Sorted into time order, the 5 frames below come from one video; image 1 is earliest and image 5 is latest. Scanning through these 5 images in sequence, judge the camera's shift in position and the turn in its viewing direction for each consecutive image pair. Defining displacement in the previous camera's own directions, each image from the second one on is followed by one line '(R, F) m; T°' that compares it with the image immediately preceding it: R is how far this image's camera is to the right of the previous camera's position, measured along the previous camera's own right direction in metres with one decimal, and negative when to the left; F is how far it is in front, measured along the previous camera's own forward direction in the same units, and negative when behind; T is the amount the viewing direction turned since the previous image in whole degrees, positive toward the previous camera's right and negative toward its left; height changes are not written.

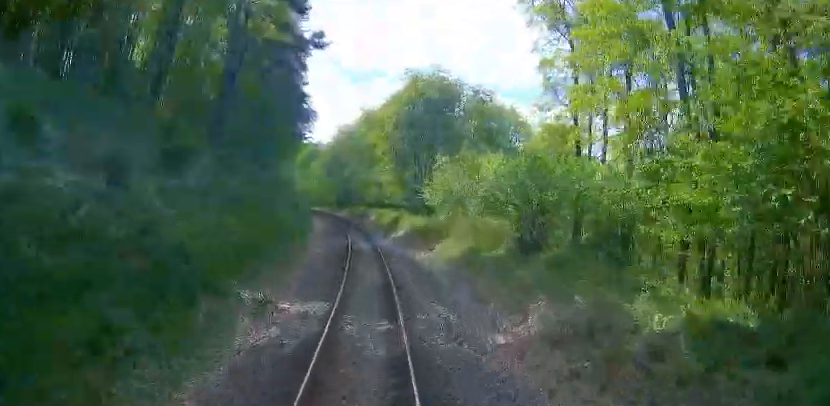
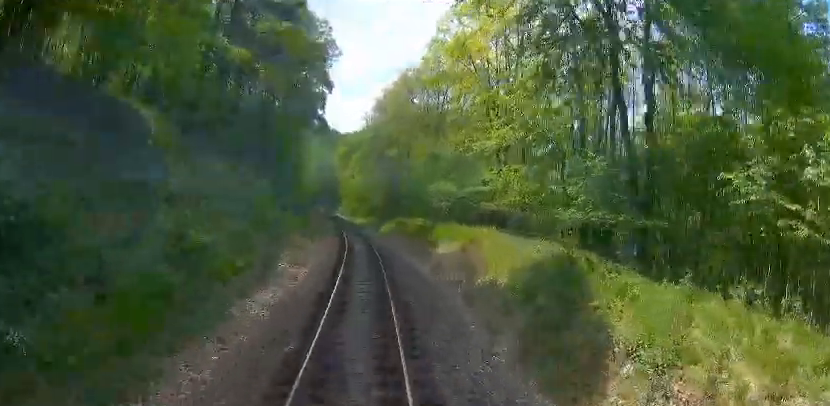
(-3.3, +30.8) m; -10°
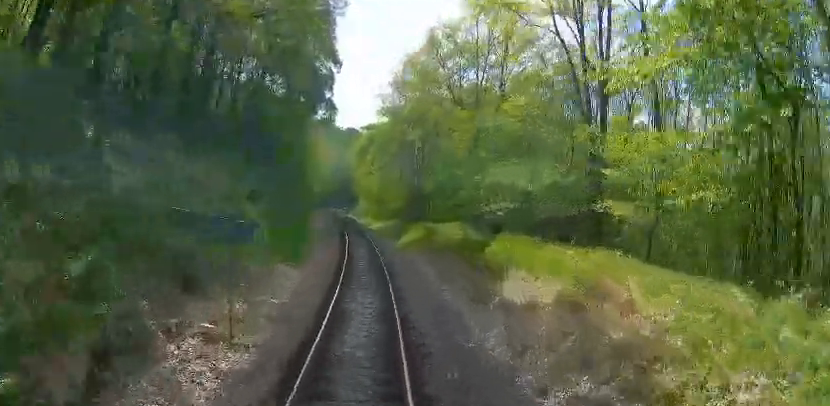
(-0.3, +6.9) m; -3°
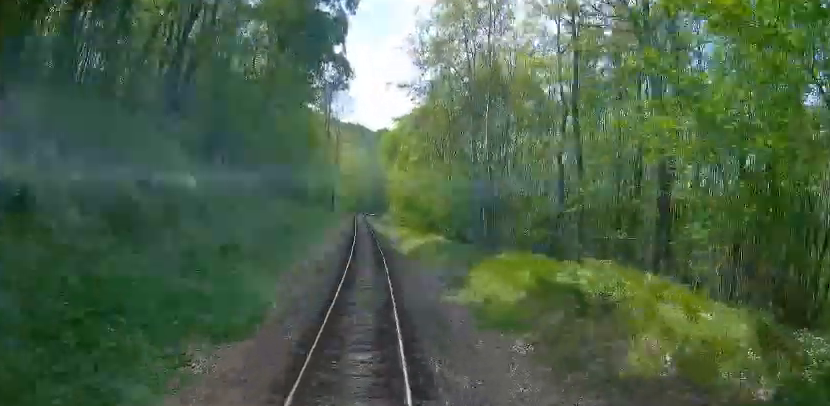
(+0.3, +20.0) m; +1°
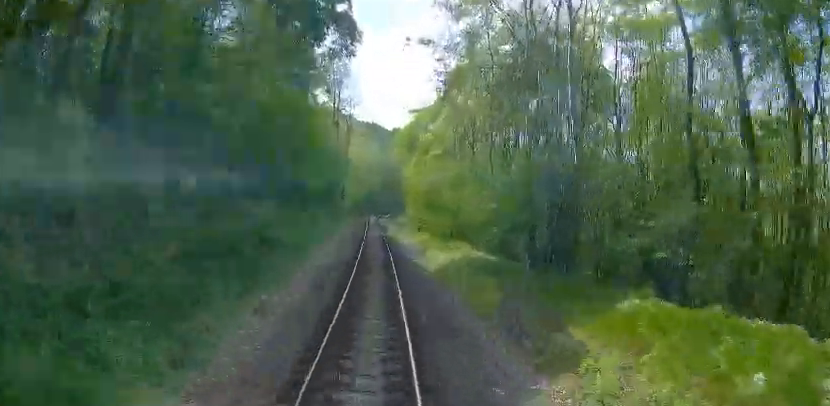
(+0.1, +8.7) m; -1°
